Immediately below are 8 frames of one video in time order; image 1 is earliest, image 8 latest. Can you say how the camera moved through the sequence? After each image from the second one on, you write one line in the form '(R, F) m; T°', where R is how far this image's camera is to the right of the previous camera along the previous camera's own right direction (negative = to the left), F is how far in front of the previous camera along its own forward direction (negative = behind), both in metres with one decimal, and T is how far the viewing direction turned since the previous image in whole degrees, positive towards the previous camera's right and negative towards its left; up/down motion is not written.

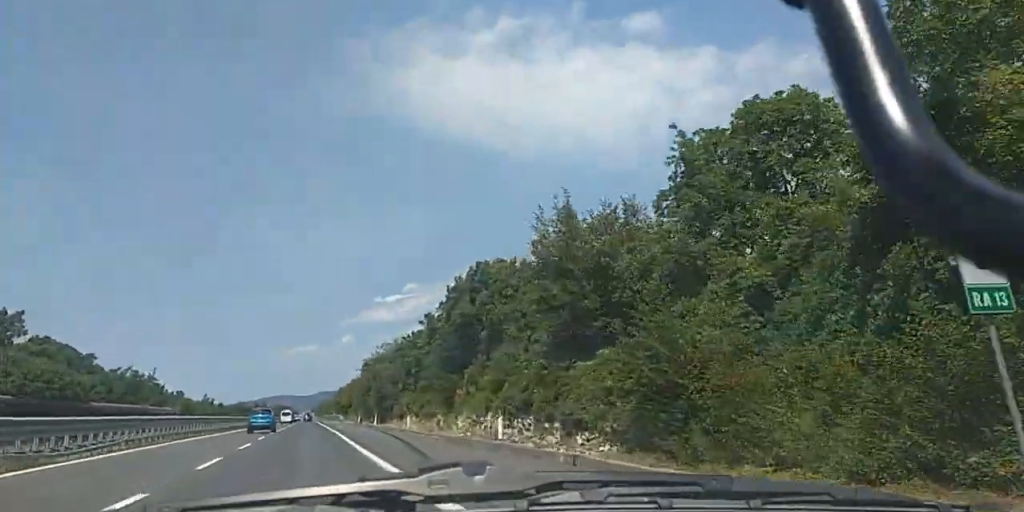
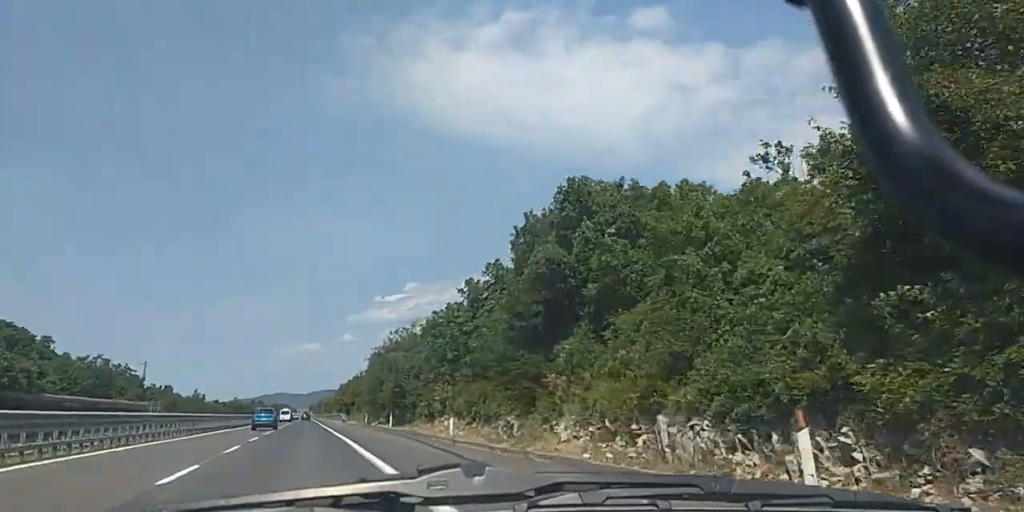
(+0.2, +14.9) m; 0°
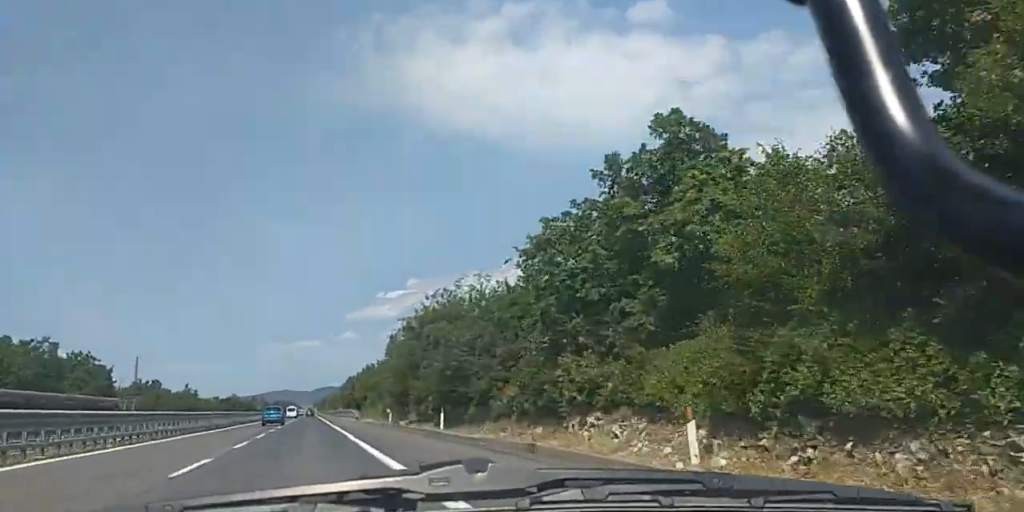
(+0.2, +21.4) m; -1°
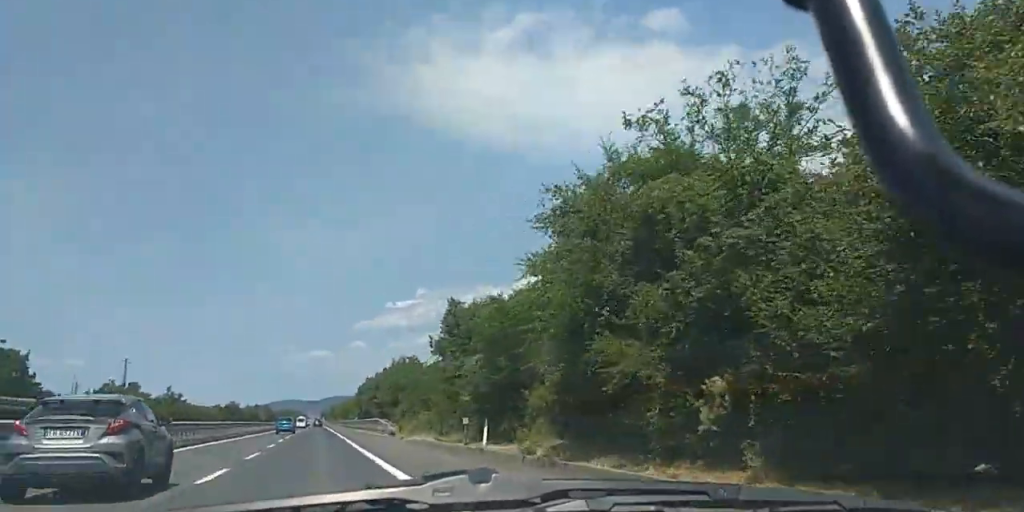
(-0.8, +32.7) m; -1°
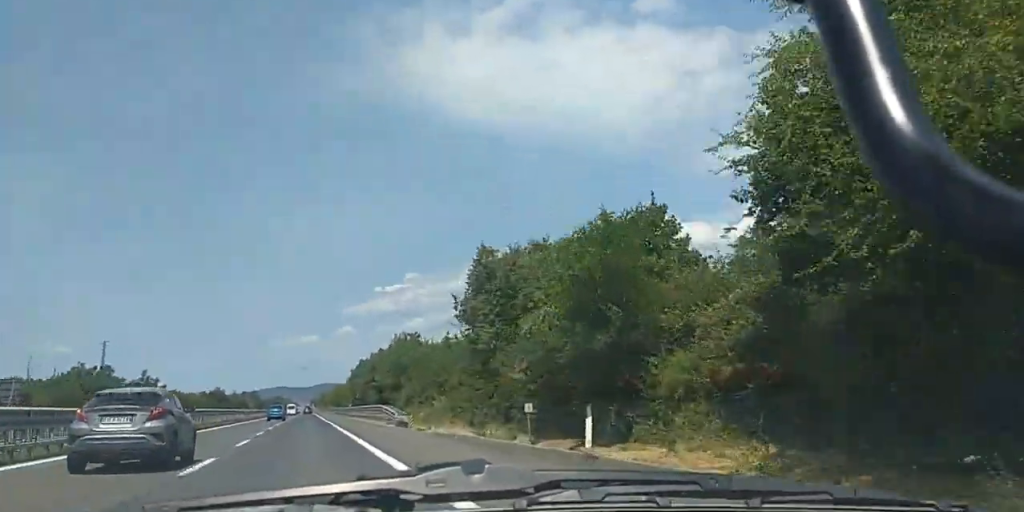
(-0.2, +12.2) m; 0°
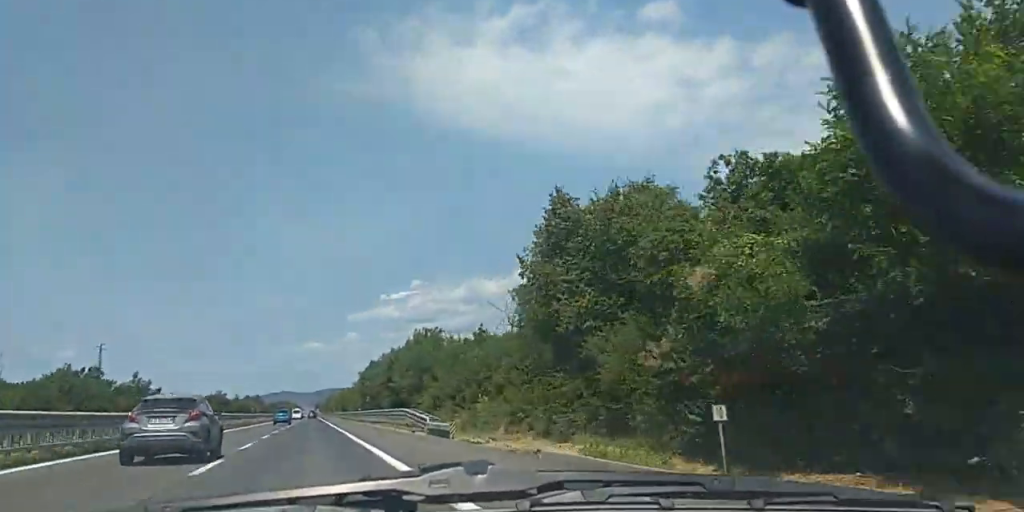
(0.0, +11.3) m; 0°
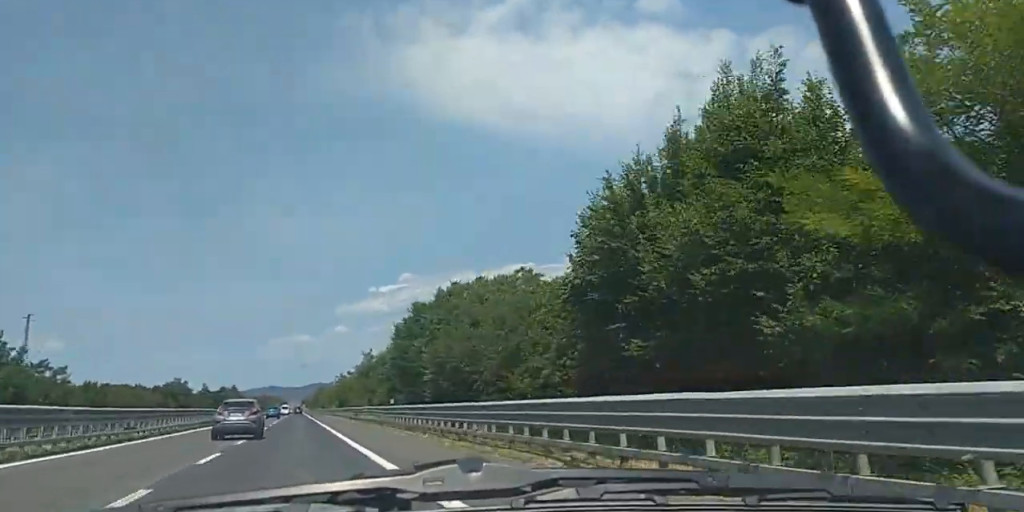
(+0.4, +52.6) m; 0°
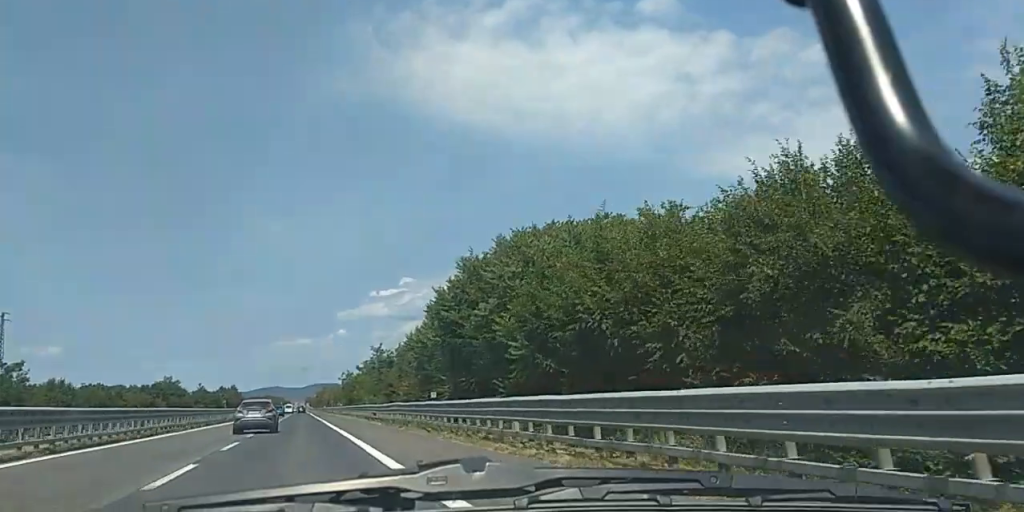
(+0.2, +17.0) m; 0°
